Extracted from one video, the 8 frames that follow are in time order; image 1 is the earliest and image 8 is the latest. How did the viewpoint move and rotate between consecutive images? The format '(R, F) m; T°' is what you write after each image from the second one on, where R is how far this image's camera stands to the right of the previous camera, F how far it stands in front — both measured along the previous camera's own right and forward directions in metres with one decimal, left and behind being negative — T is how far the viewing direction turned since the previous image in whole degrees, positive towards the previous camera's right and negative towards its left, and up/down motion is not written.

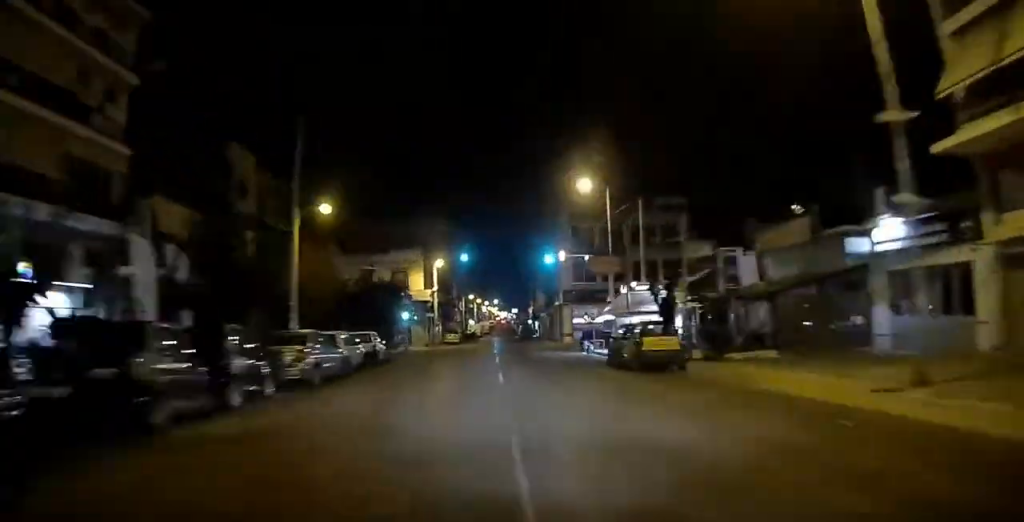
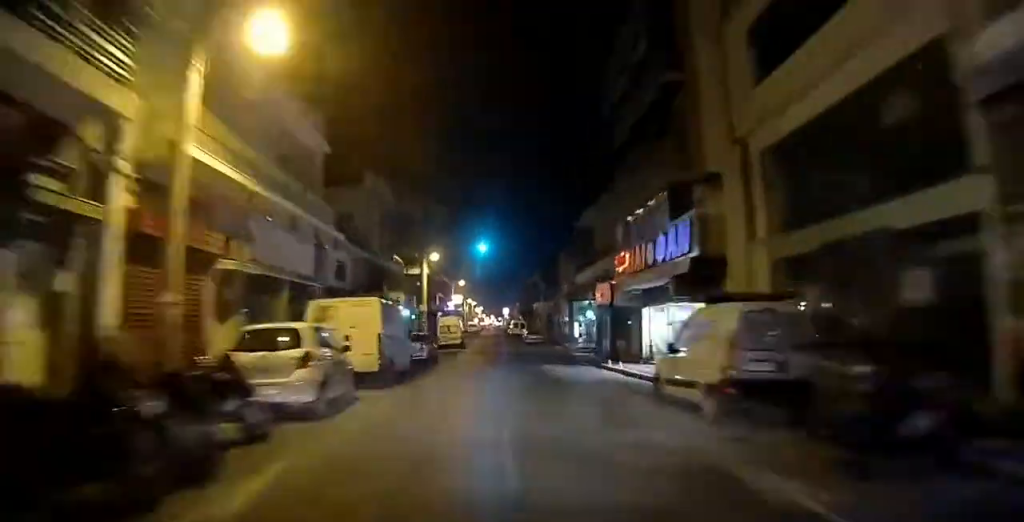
(+1.0, +79.3) m; +1°
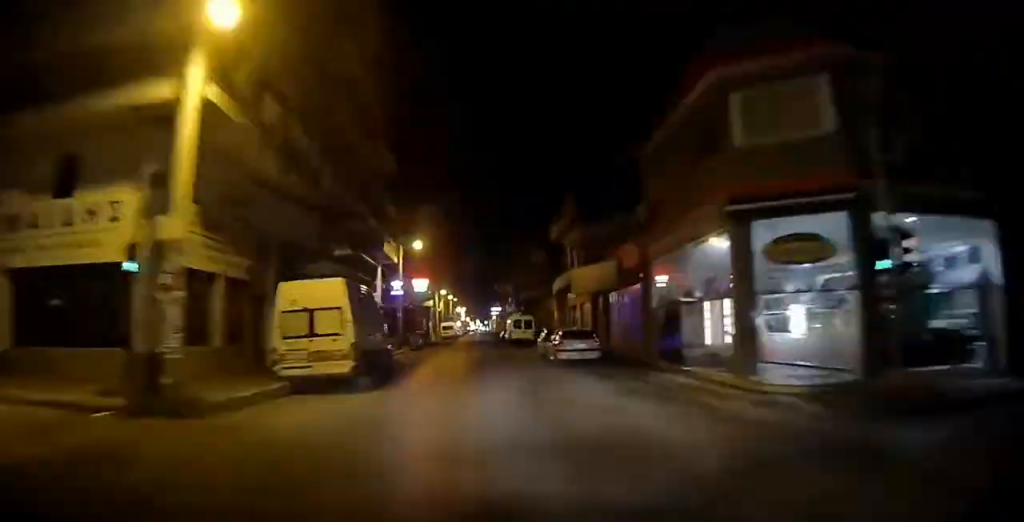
(+0.1, +36.4) m; 0°
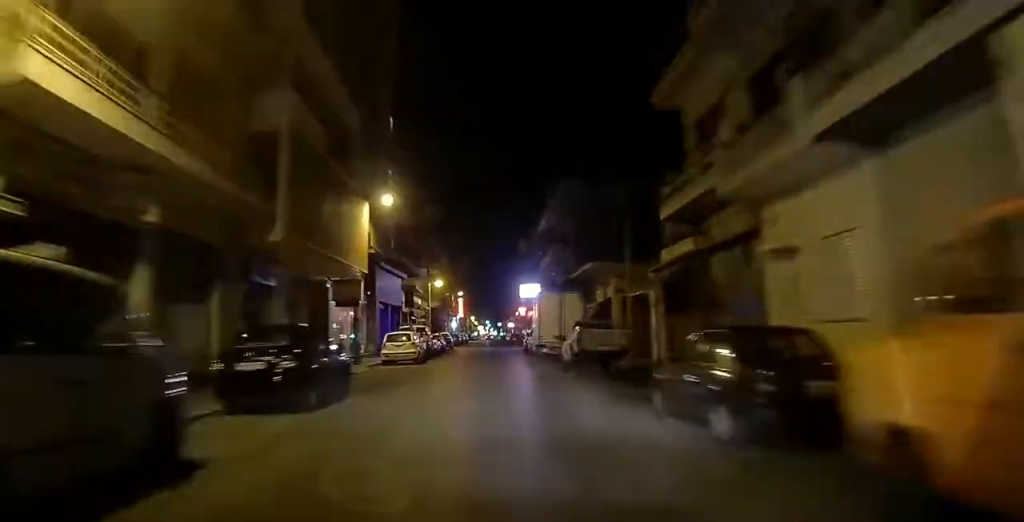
(+0.3, +89.1) m; 0°
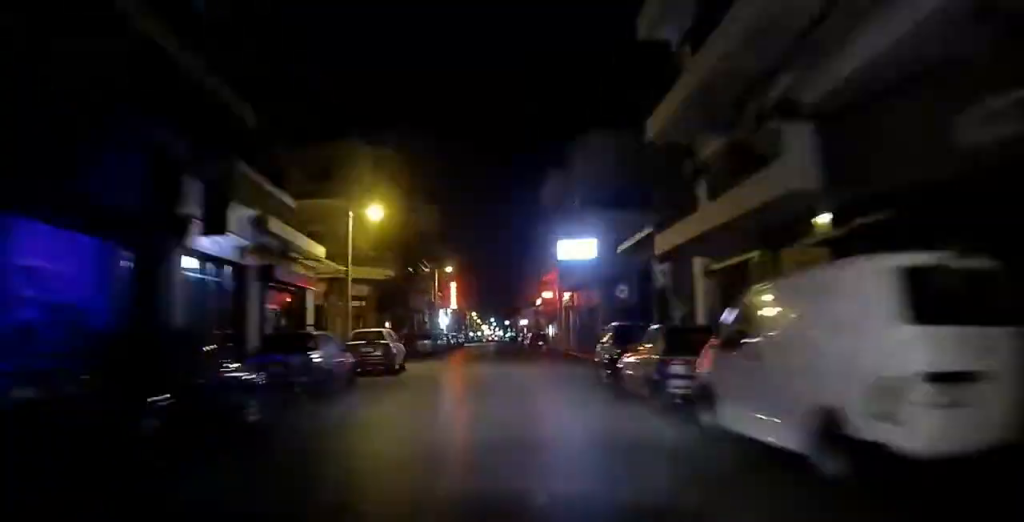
(+0.1, +32.4) m; 0°
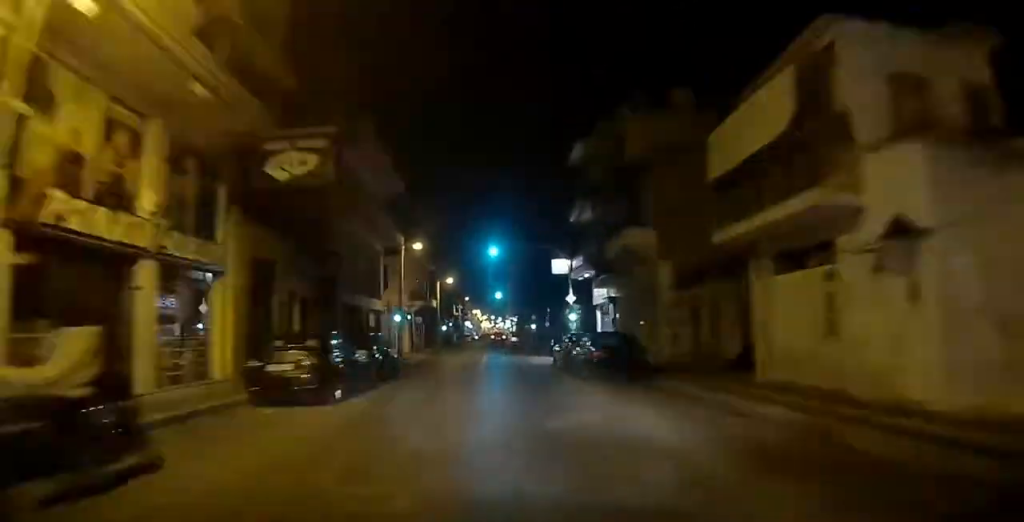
(-0.8, +109.0) m; -1°
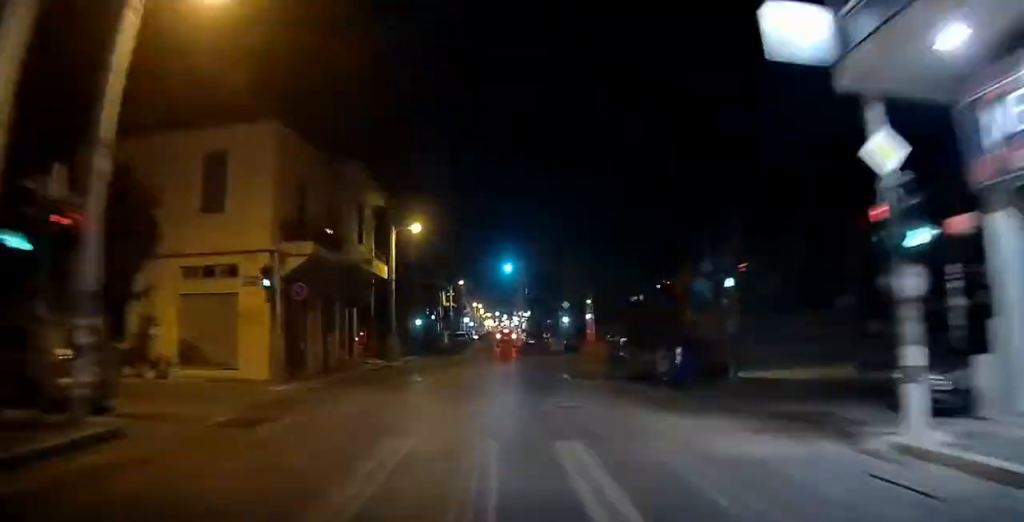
(-0.1, +21.4) m; -1°
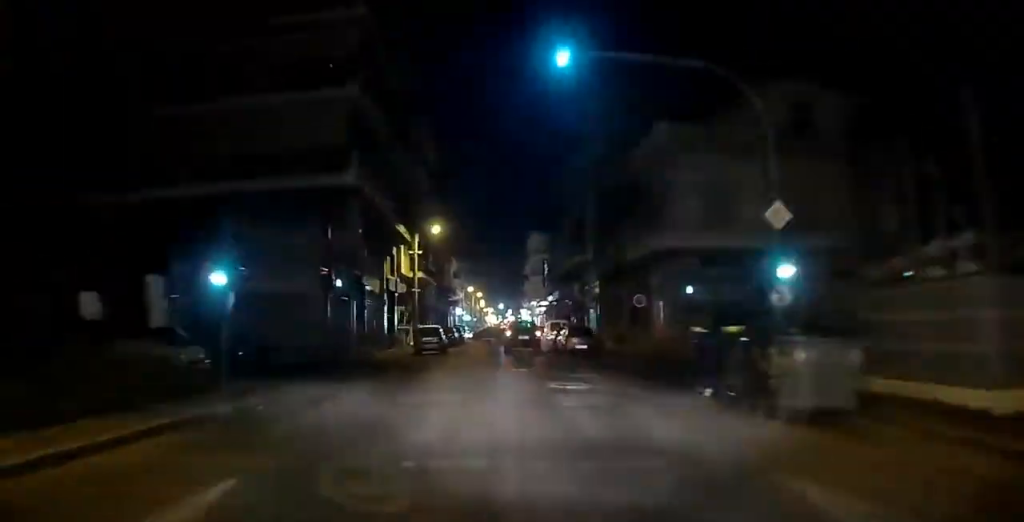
(-0.1, +21.1) m; -1°
